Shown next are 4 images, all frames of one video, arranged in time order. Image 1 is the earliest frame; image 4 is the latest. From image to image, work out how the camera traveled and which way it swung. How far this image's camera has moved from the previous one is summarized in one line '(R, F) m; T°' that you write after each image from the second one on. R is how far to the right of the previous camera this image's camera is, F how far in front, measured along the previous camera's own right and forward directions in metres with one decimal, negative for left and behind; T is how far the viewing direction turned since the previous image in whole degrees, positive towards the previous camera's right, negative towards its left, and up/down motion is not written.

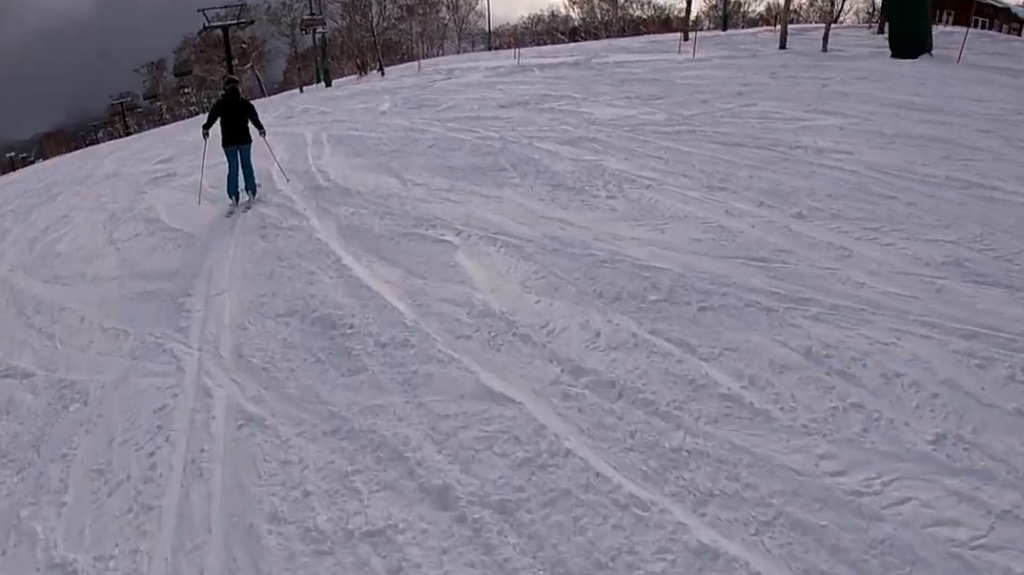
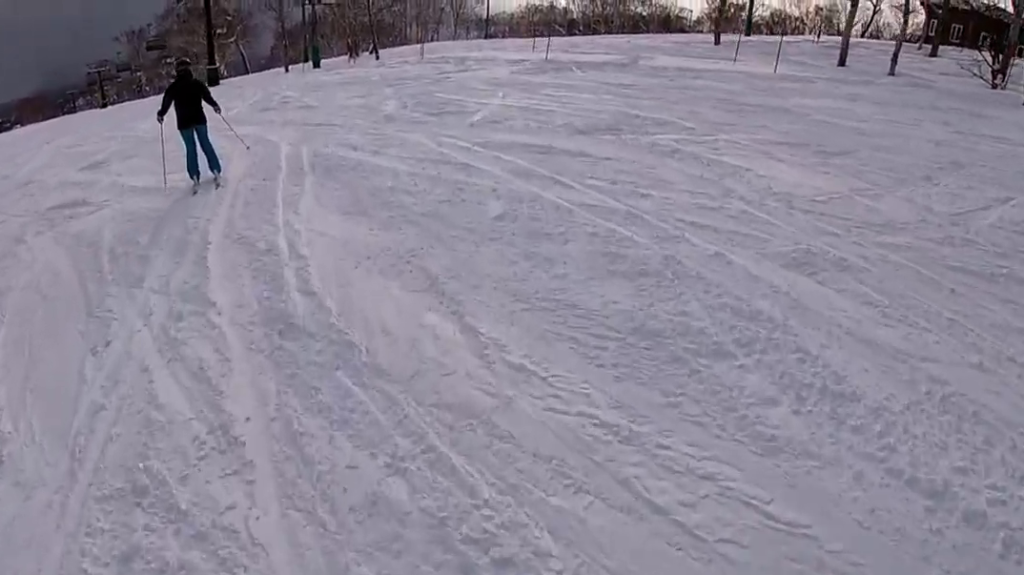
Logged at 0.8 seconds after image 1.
(+0.6, +4.6) m; 0°
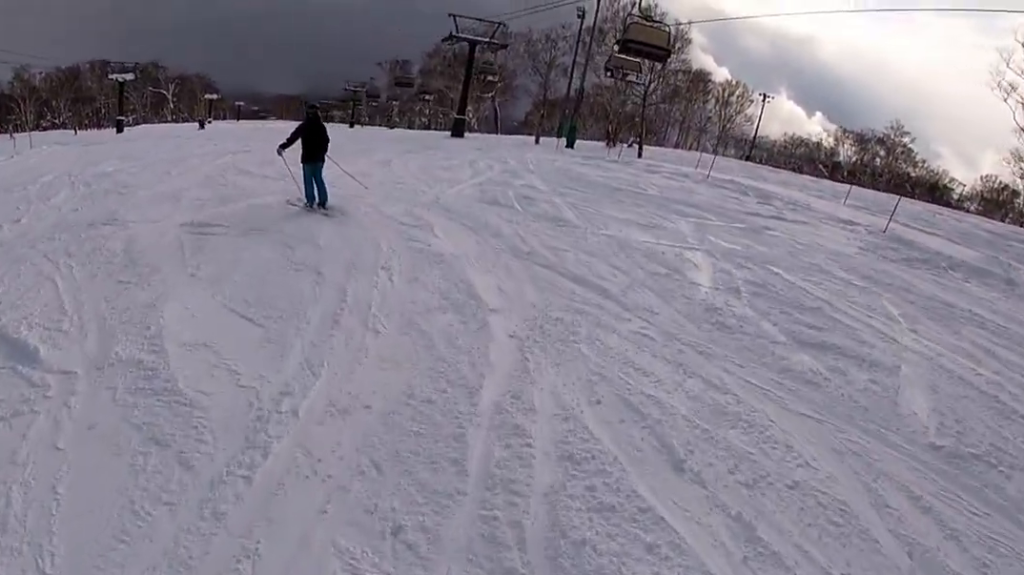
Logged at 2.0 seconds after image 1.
(-1.1, +6.1) m; -19°
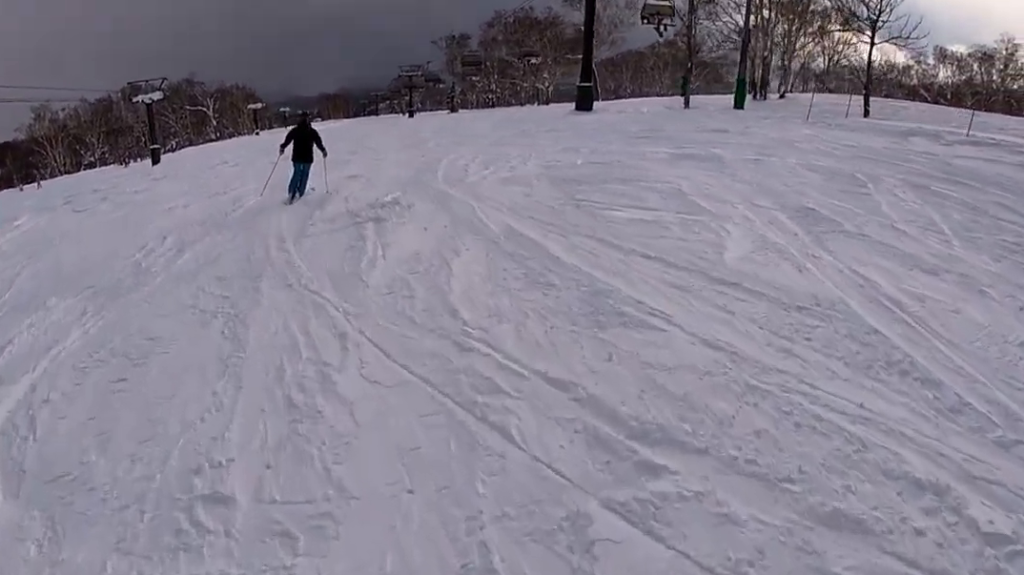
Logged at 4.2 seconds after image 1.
(-3.3, +13.2) m; -4°
